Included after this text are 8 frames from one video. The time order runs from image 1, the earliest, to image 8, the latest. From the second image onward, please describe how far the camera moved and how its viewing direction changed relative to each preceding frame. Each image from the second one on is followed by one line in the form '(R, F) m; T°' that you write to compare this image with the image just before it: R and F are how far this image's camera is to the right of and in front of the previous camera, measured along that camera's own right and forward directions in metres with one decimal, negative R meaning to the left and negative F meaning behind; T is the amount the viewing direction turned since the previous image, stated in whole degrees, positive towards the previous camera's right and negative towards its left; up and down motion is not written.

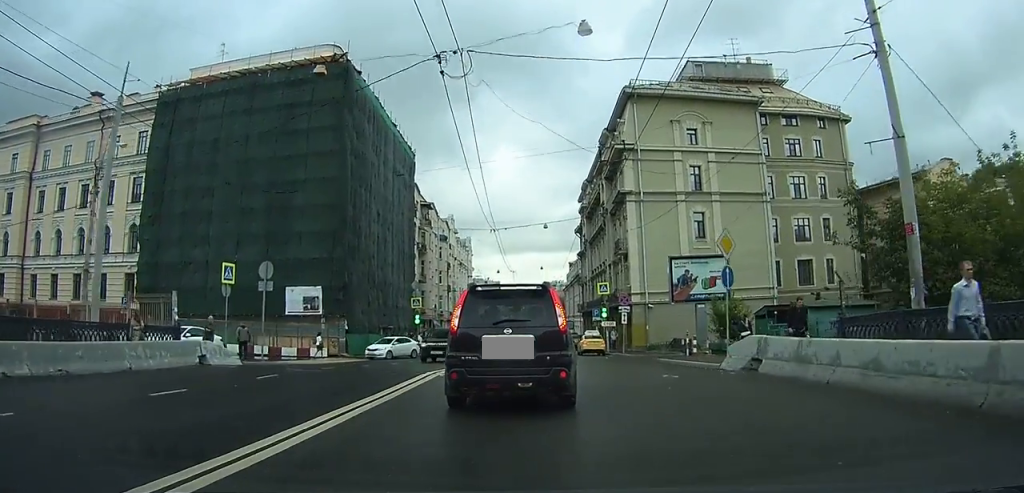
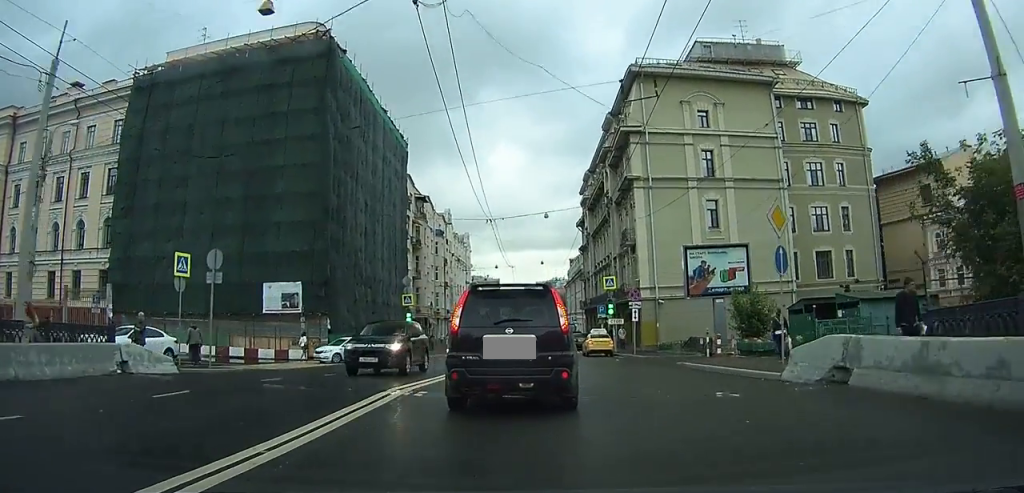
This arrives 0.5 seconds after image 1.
(0.0, +3.8) m; 0°
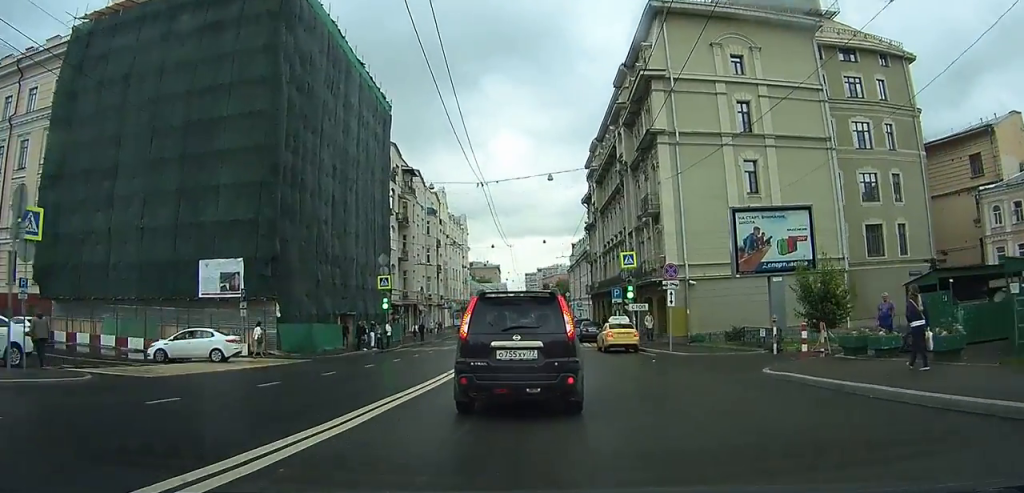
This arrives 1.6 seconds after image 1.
(+0.1, +8.4) m; +1°
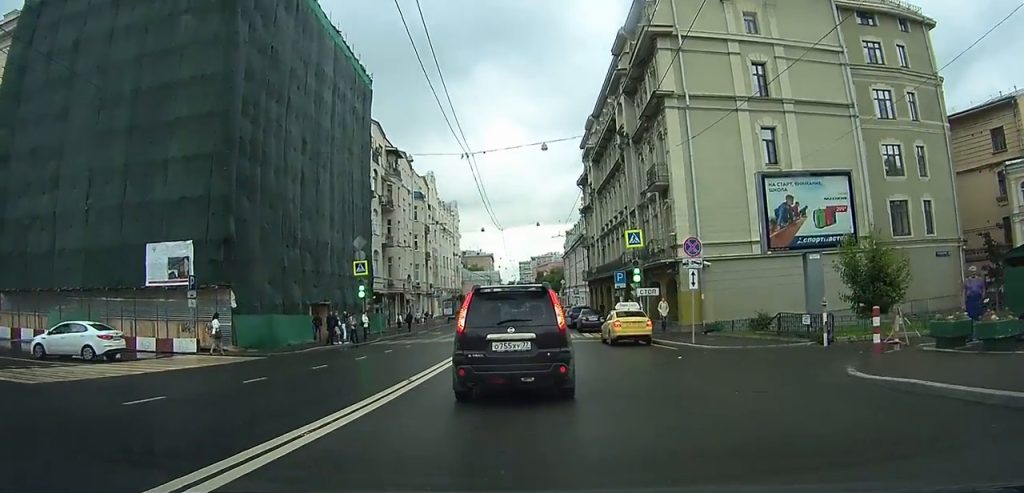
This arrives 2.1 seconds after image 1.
(+0.1, +4.6) m; +1°
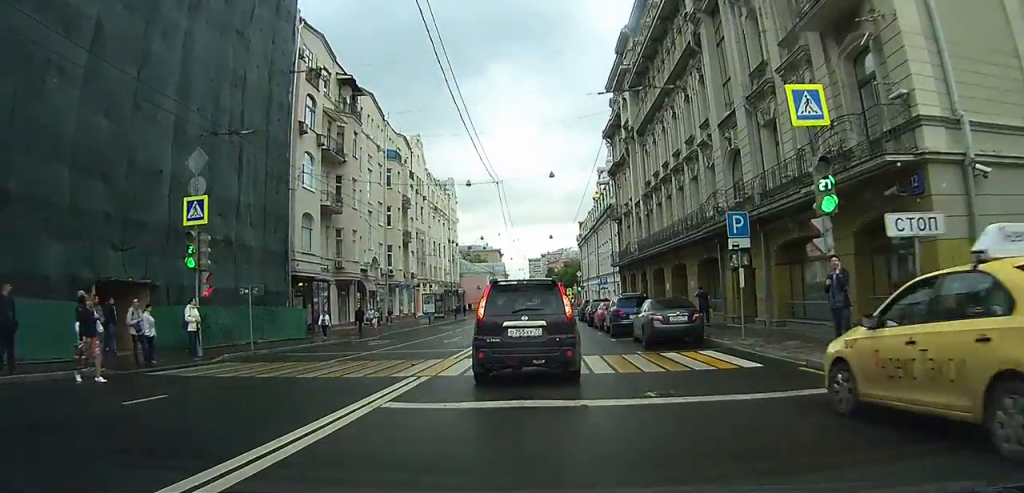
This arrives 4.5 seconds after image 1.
(+0.2, +20.8) m; +2°
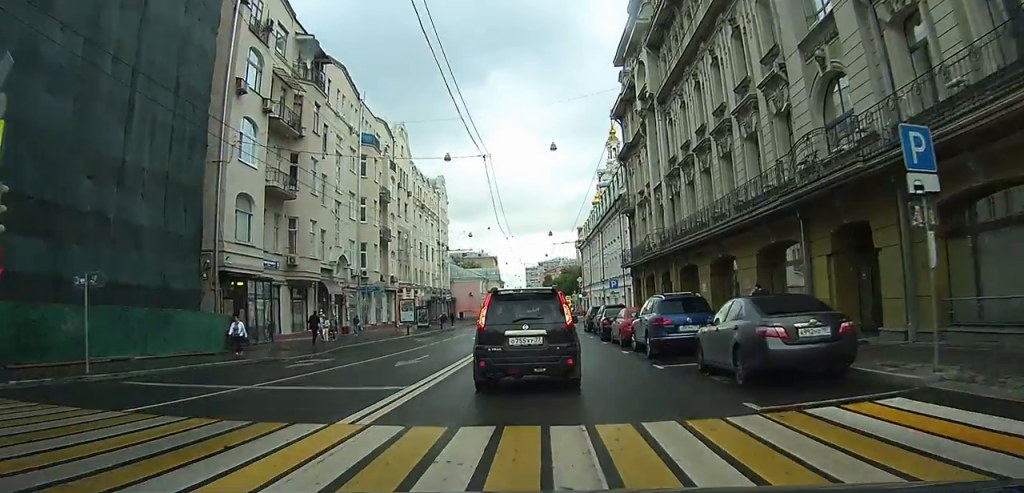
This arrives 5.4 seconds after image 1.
(+0.1, +9.0) m; +2°
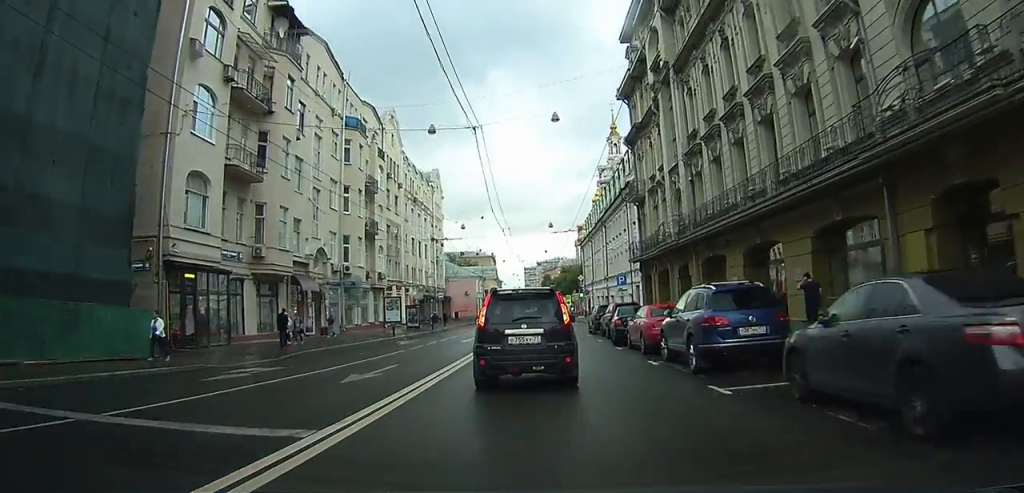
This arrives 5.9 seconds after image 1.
(+0.1, +5.0) m; +1°
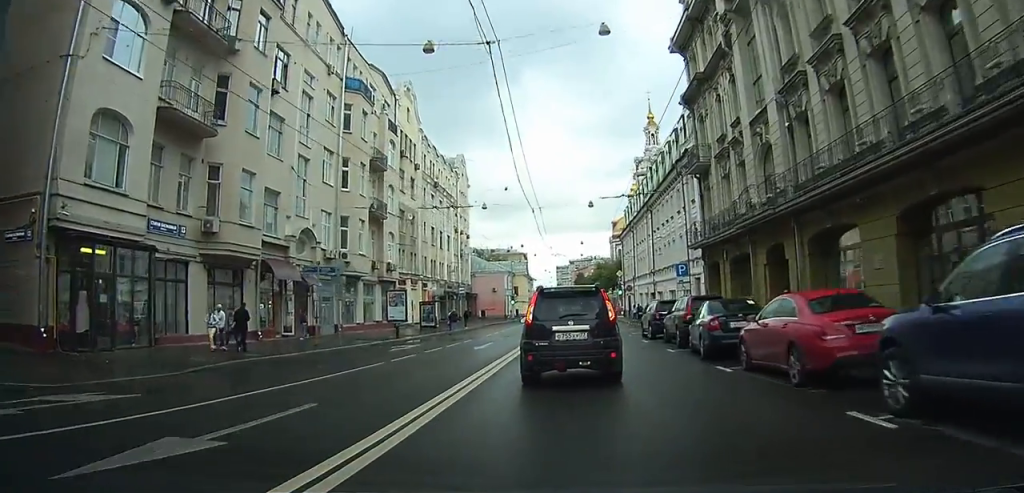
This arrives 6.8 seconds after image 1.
(+0.1, +8.9) m; 0°
